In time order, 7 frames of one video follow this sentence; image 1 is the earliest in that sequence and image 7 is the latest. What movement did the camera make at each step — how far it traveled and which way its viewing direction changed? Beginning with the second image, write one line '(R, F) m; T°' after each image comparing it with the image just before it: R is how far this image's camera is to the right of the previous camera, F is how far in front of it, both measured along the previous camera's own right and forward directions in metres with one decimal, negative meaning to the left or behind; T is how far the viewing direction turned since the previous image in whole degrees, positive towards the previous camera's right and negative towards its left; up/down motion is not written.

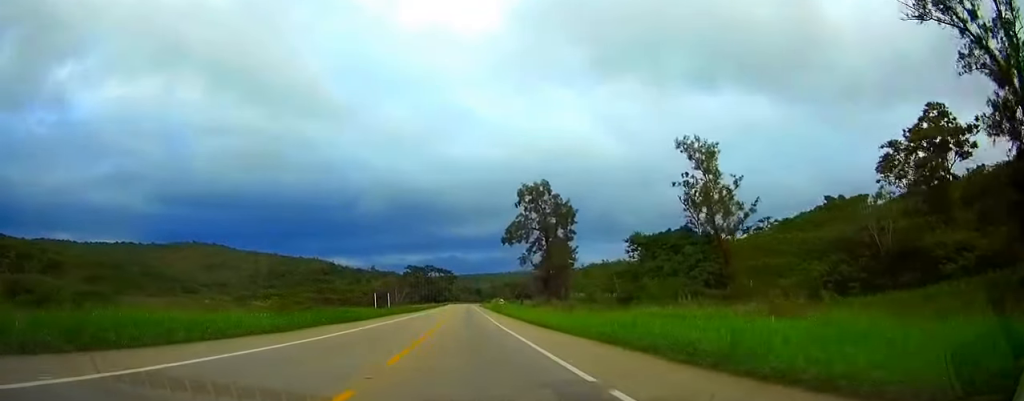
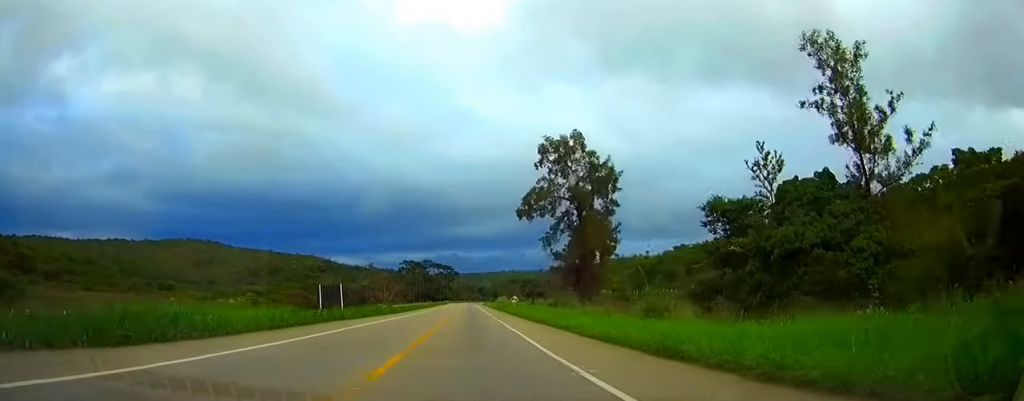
(0.0, +27.9) m; 0°
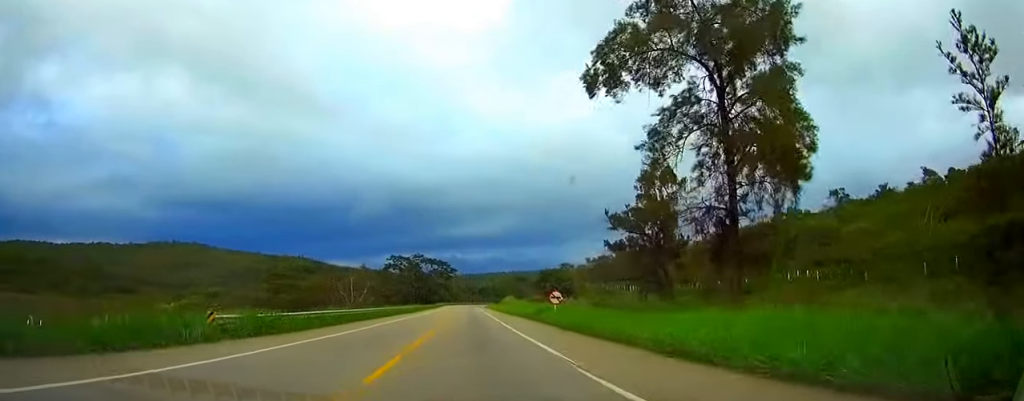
(-0.1, +42.5) m; 0°
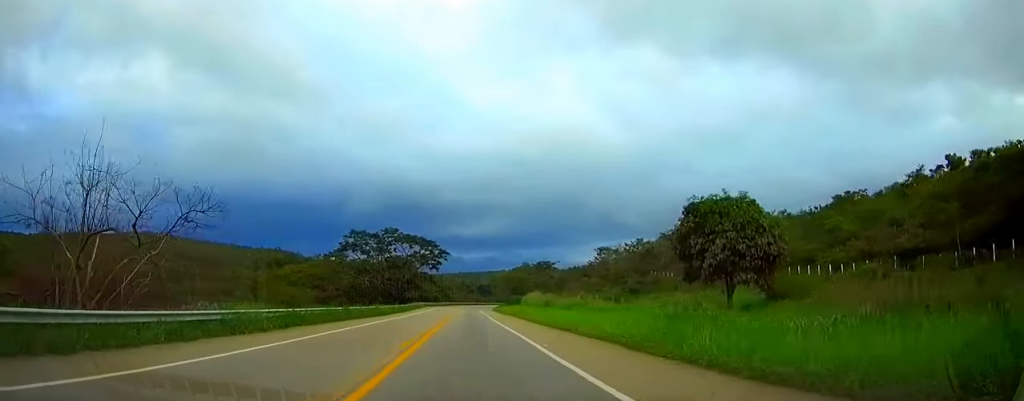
(+0.1, +78.5) m; 0°
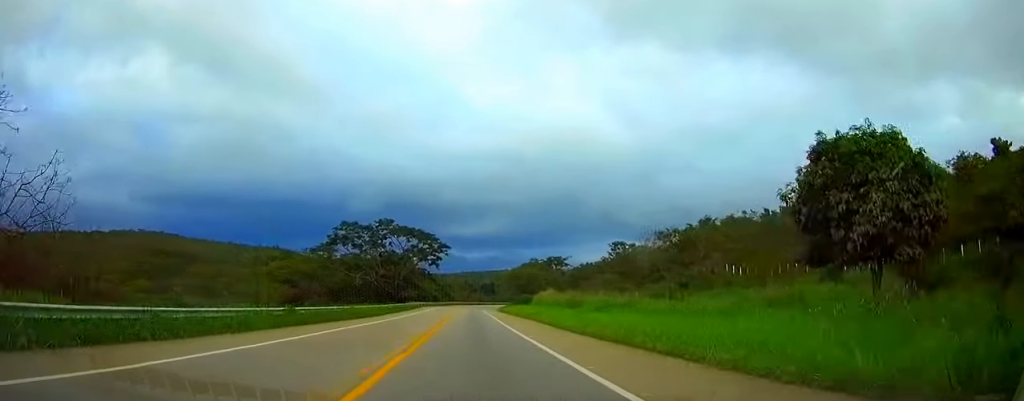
(0.0, +15.1) m; 0°
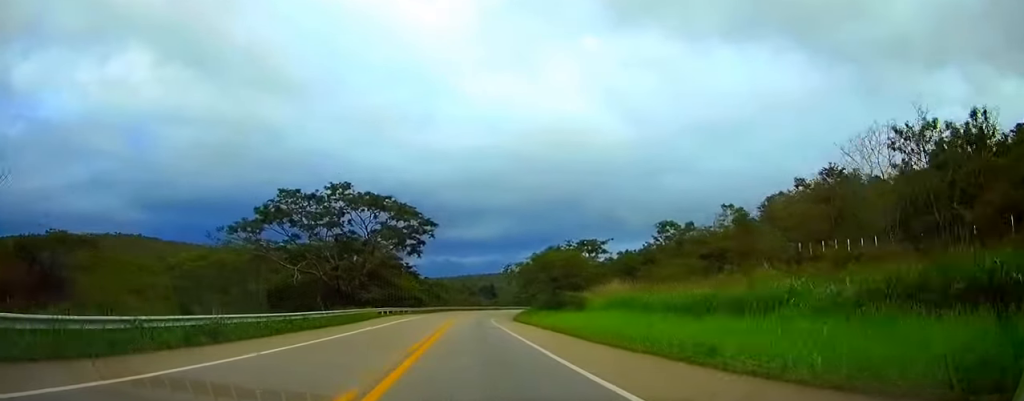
(+0.2, +45.8) m; 0°
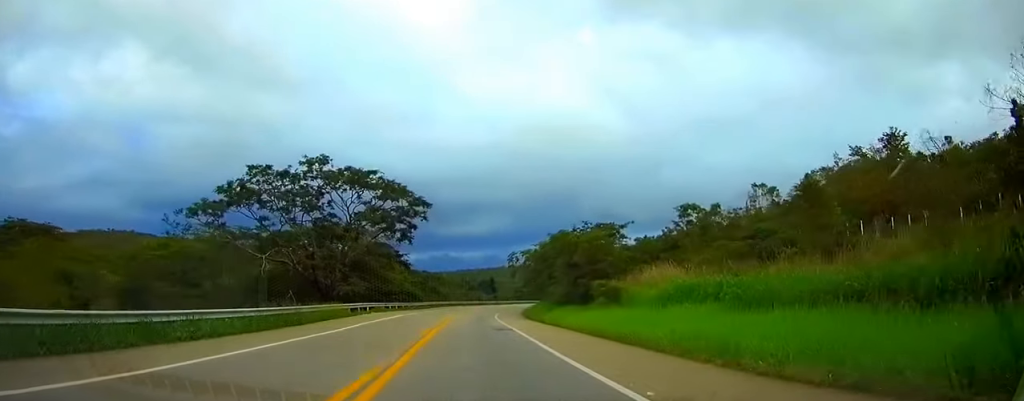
(0.0, +13.7) m; 0°
